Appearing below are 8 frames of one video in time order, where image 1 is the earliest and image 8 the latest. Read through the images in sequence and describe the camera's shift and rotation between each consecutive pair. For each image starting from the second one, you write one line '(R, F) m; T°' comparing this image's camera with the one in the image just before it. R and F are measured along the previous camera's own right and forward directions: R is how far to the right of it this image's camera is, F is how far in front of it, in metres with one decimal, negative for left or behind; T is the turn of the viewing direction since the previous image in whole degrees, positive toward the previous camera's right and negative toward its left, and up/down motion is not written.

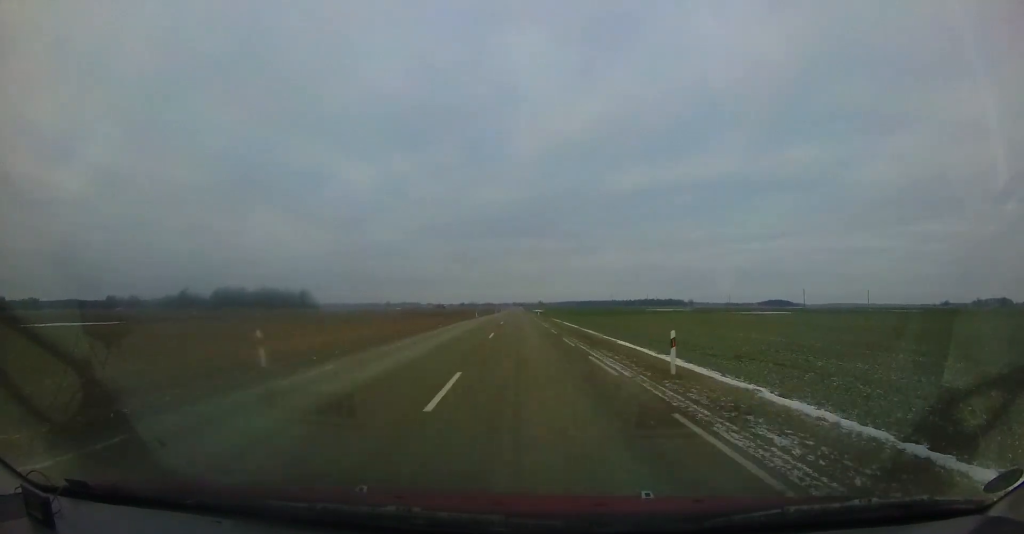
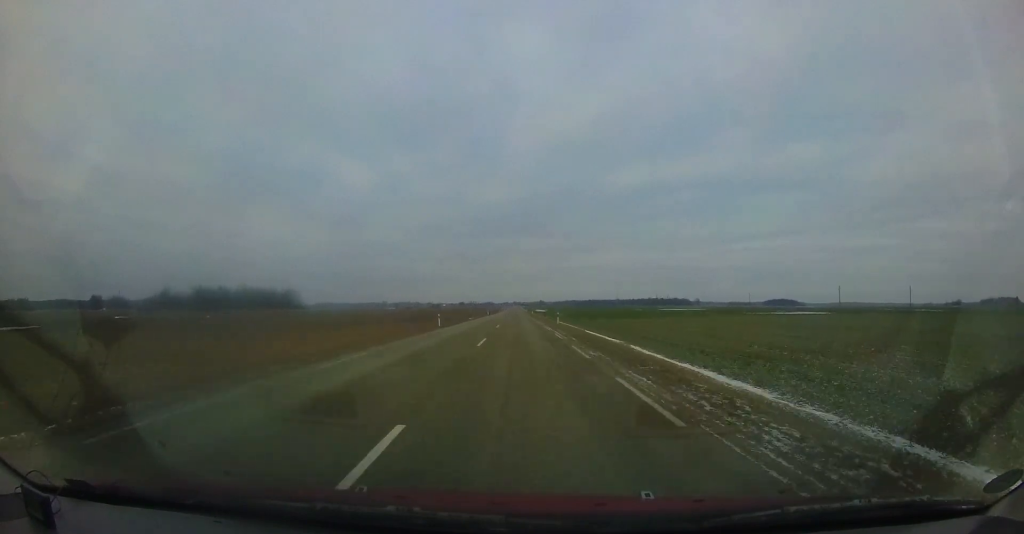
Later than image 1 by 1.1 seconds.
(-0.1, +27.9) m; 0°
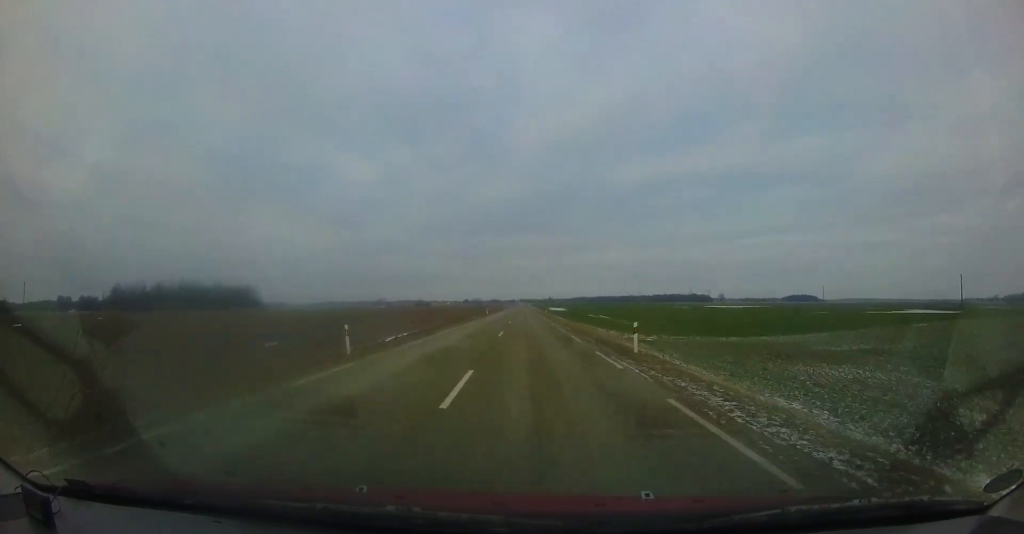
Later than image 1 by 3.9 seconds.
(+0.2, +67.9) m; -1°
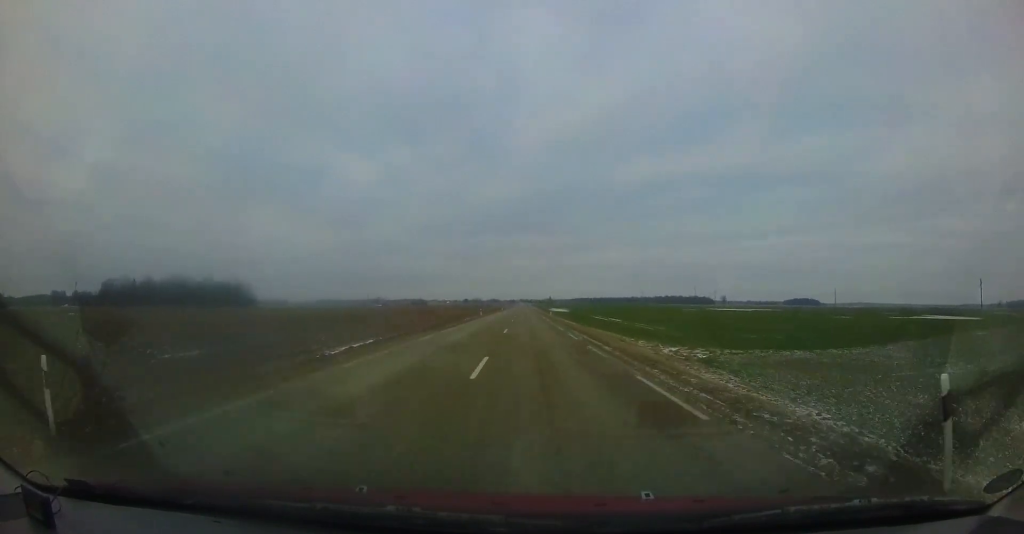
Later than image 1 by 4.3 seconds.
(-0.1, +9.9) m; -1°
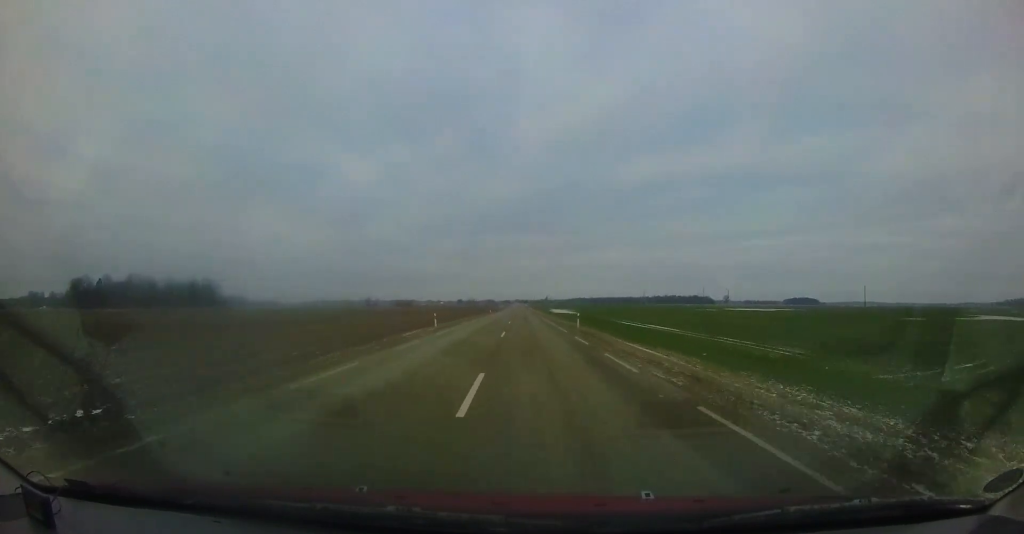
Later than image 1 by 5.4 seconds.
(-0.3, +26.7) m; 0°
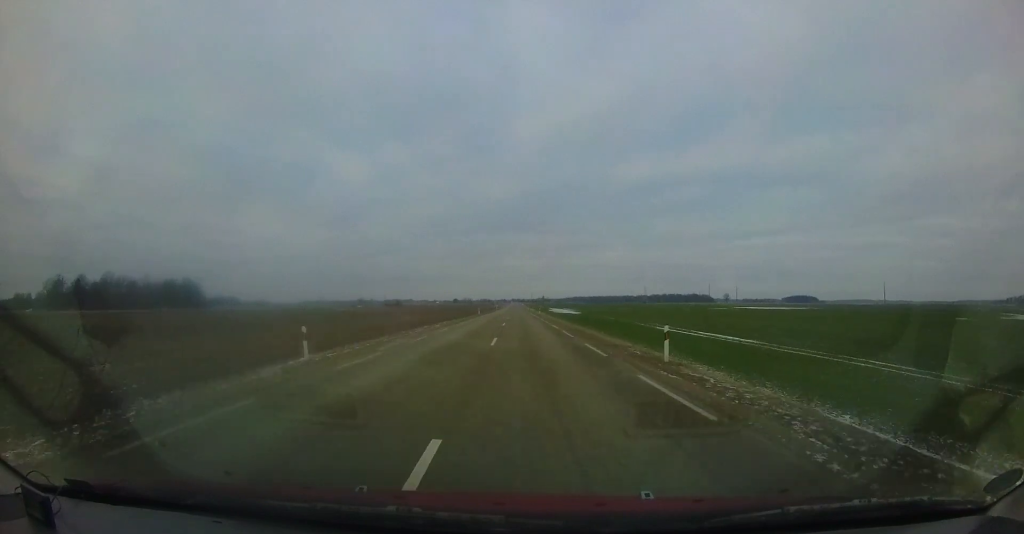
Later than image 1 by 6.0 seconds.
(+0.2, +15.9) m; +1°
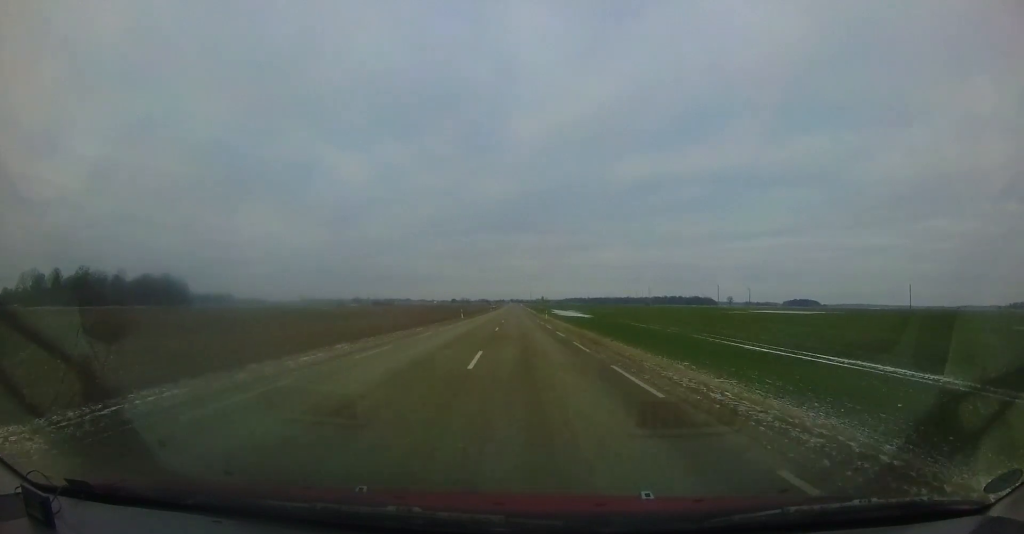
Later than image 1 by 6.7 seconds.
(+0.2, +16.8) m; +1°
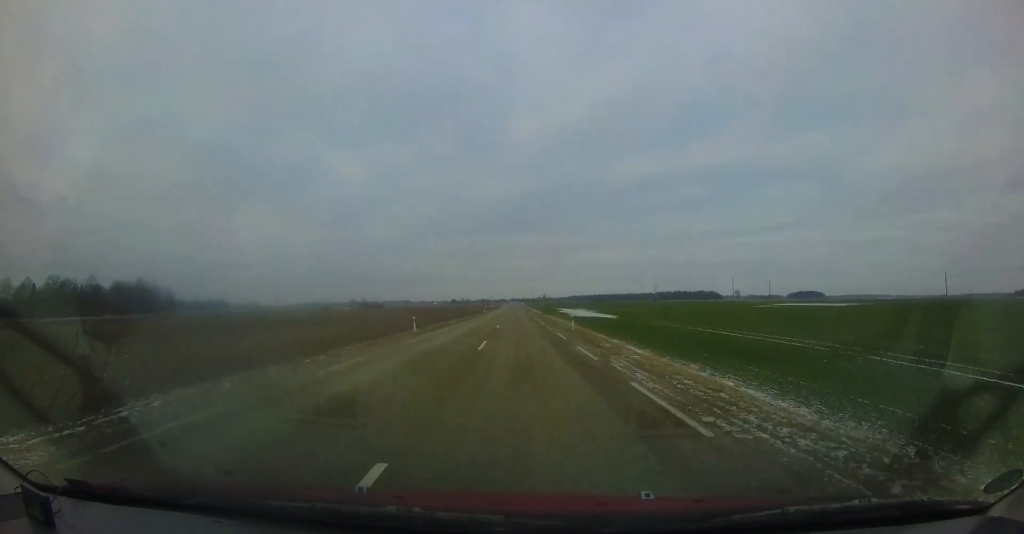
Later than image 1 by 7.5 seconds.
(+0.3, +20.3) m; +1°
